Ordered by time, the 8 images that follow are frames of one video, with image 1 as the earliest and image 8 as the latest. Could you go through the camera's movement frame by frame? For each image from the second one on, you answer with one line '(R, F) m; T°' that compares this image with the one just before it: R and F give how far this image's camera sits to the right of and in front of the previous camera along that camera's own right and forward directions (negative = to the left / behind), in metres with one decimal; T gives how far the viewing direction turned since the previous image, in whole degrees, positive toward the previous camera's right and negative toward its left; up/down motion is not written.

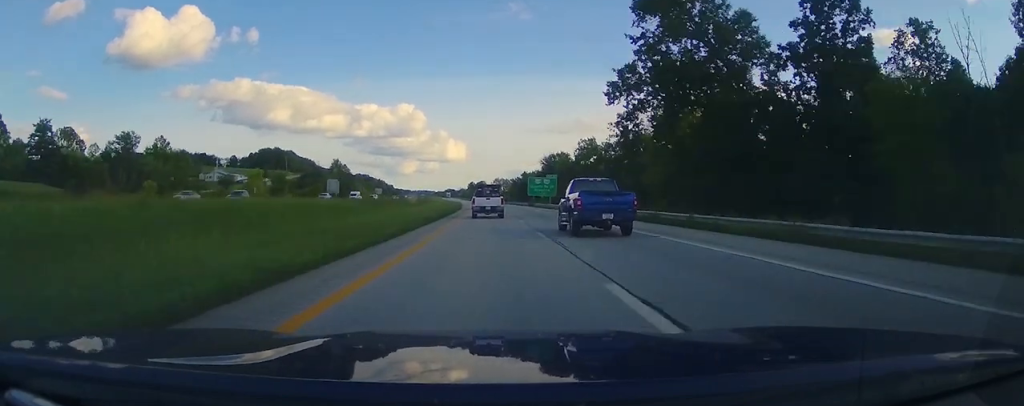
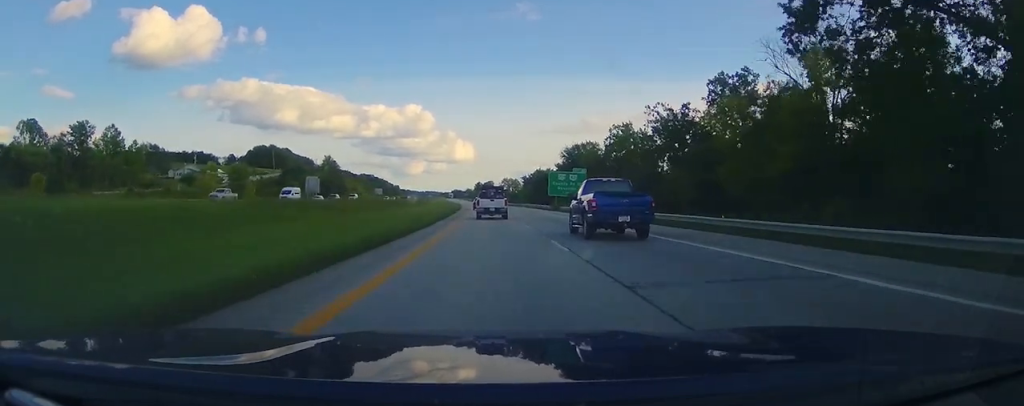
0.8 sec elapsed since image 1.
(0.0, +27.8) m; 0°
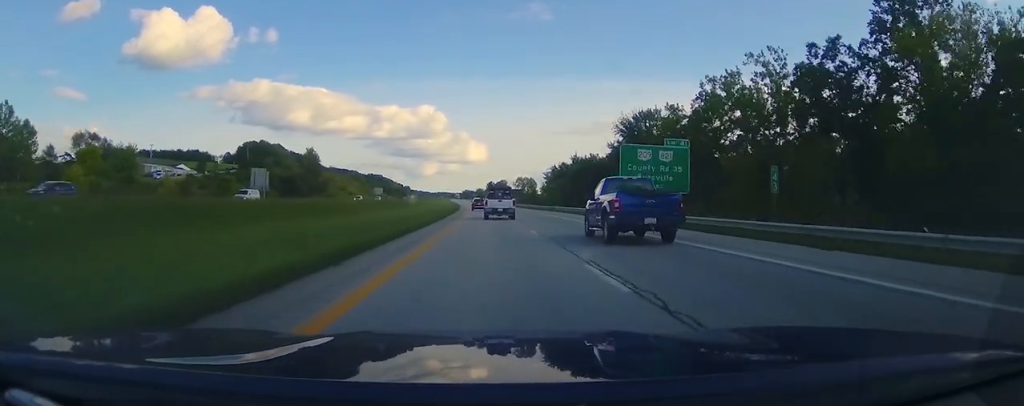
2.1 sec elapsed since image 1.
(-0.6, +42.8) m; -3°
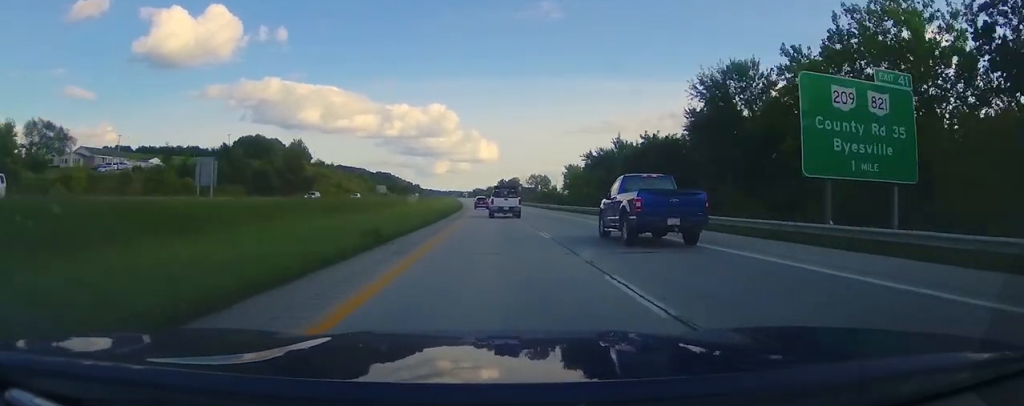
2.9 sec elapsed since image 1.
(-0.7, +26.1) m; -1°
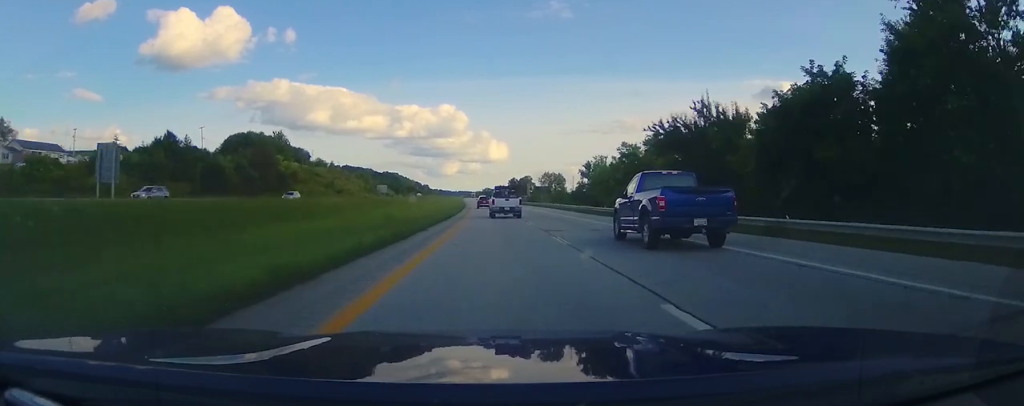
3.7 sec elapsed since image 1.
(0.0, +27.4) m; -1°
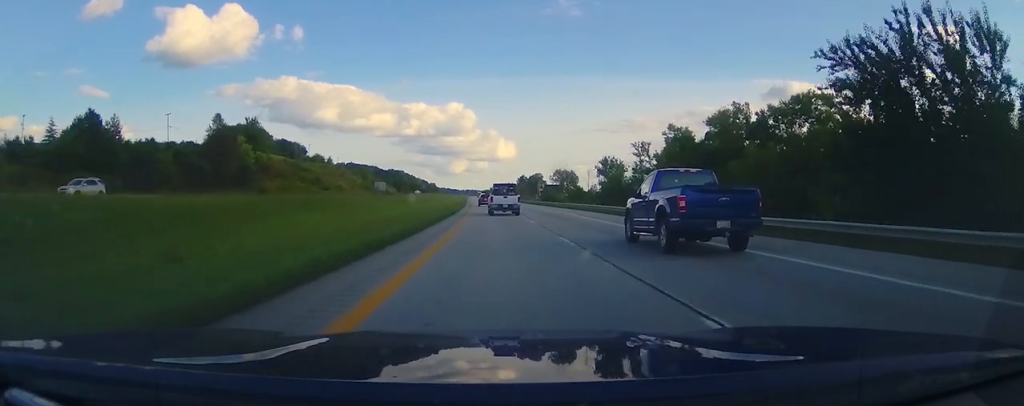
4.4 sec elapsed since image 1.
(-0.3, +25.0) m; -1°
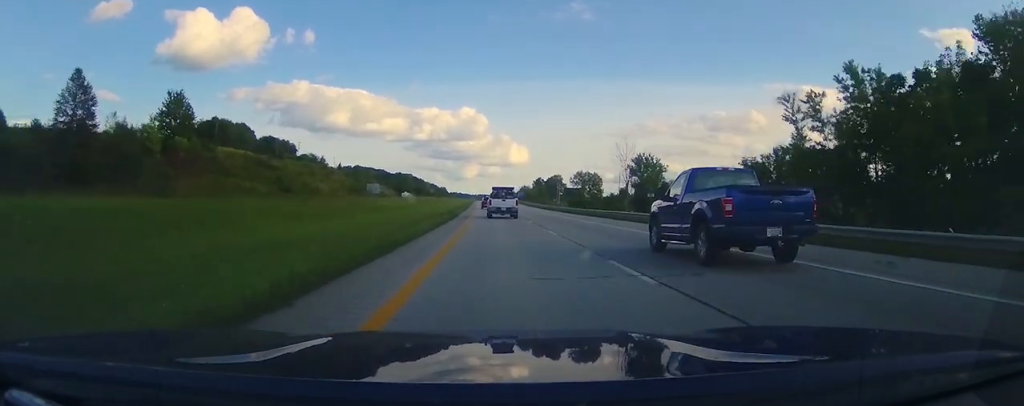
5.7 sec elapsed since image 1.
(-1.0, +43.0) m; -1°
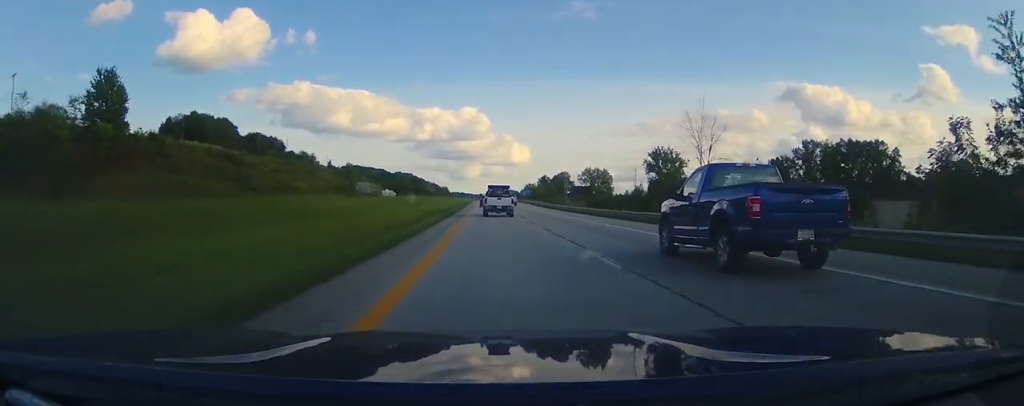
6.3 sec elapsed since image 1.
(0.0, +22.7) m; 0°
